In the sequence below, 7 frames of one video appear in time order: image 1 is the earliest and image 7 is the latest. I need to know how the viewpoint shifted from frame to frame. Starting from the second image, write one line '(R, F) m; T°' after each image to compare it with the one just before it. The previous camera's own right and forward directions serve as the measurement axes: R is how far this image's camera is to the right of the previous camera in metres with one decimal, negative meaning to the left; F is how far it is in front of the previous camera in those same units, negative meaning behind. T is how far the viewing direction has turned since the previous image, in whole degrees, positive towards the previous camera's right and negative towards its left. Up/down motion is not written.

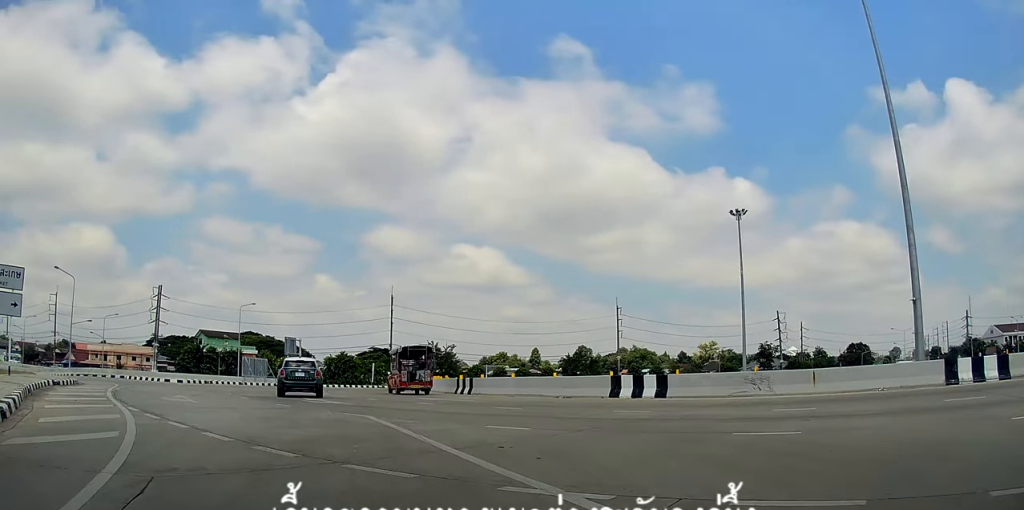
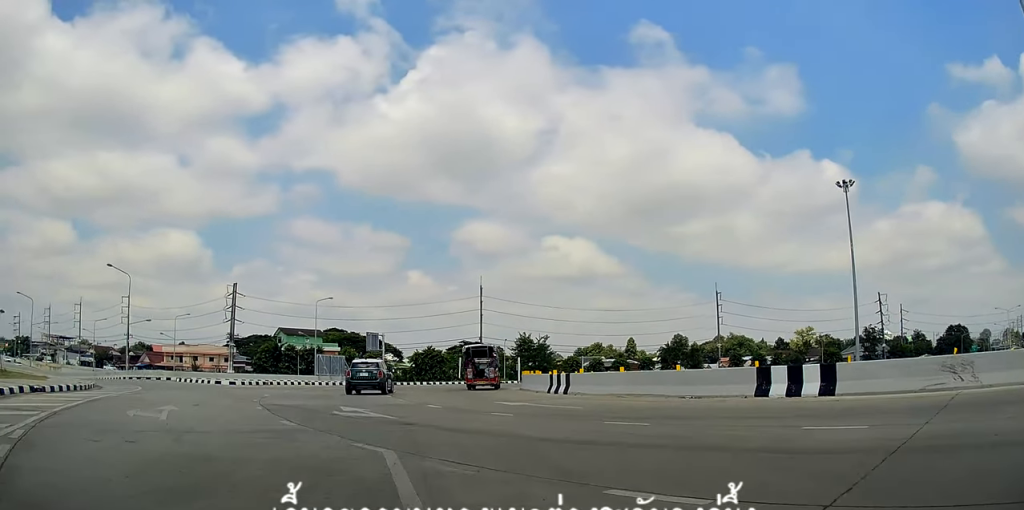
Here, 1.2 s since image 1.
(-0.6, +6.5) m; -10°
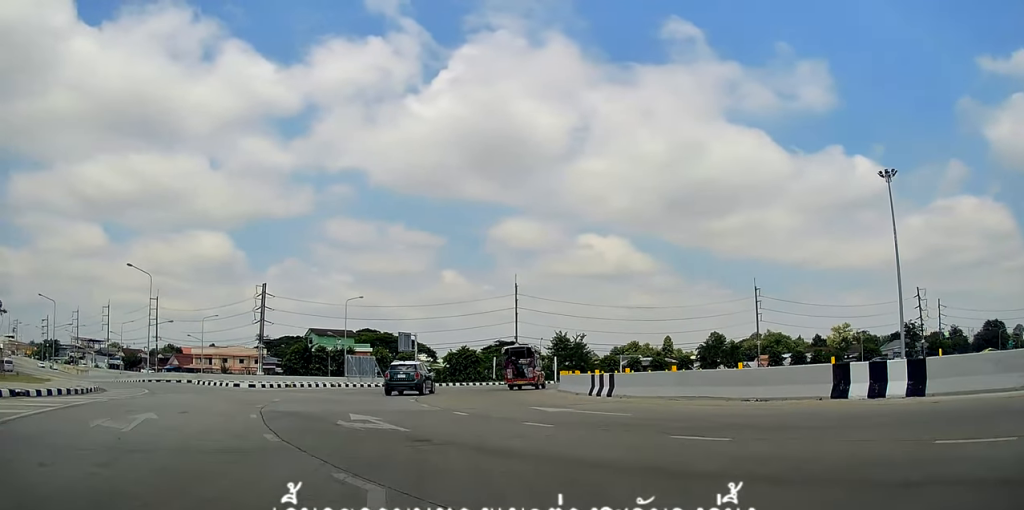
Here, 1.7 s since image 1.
(-0.1, +2.5) m; -3°
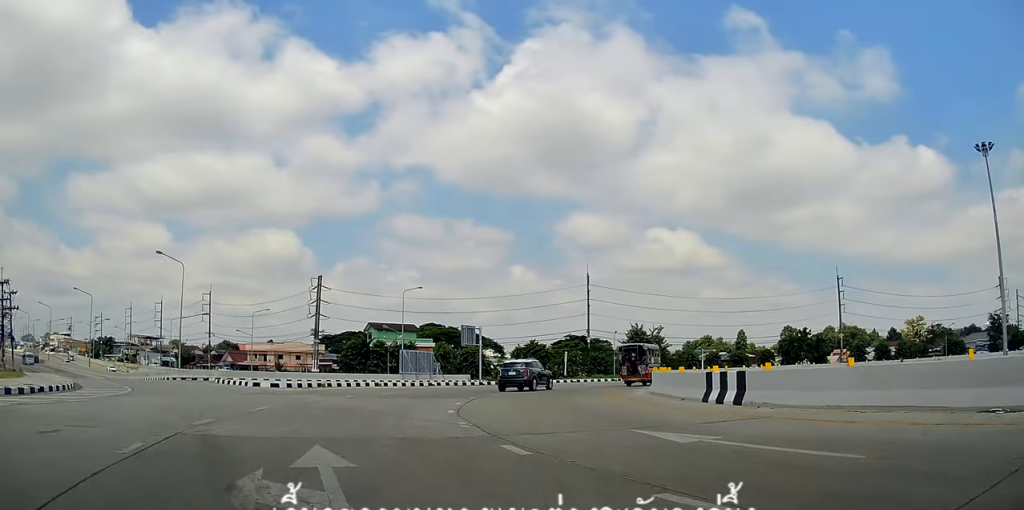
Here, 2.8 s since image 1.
(-0.3, +6.2) m; -6°
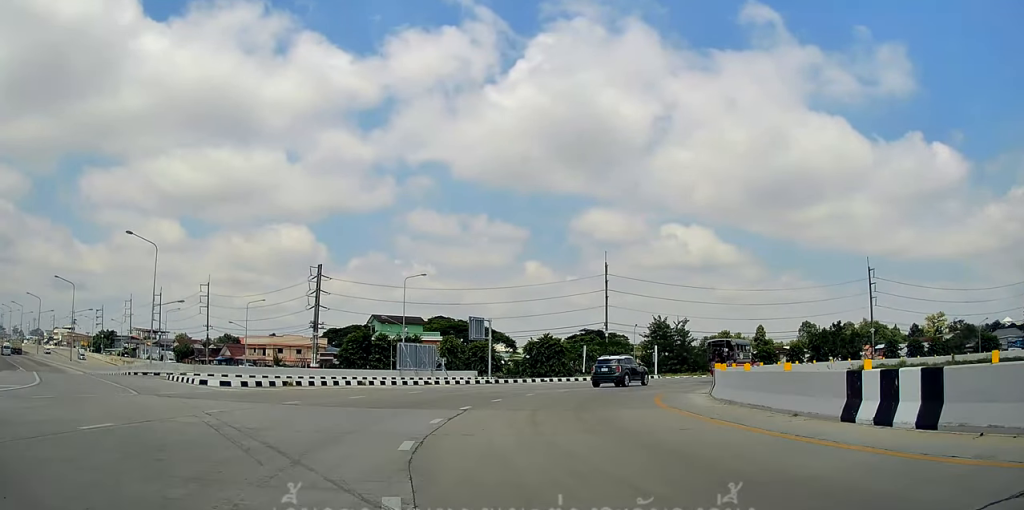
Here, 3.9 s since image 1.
(-0.3, +6.2) m; -4°
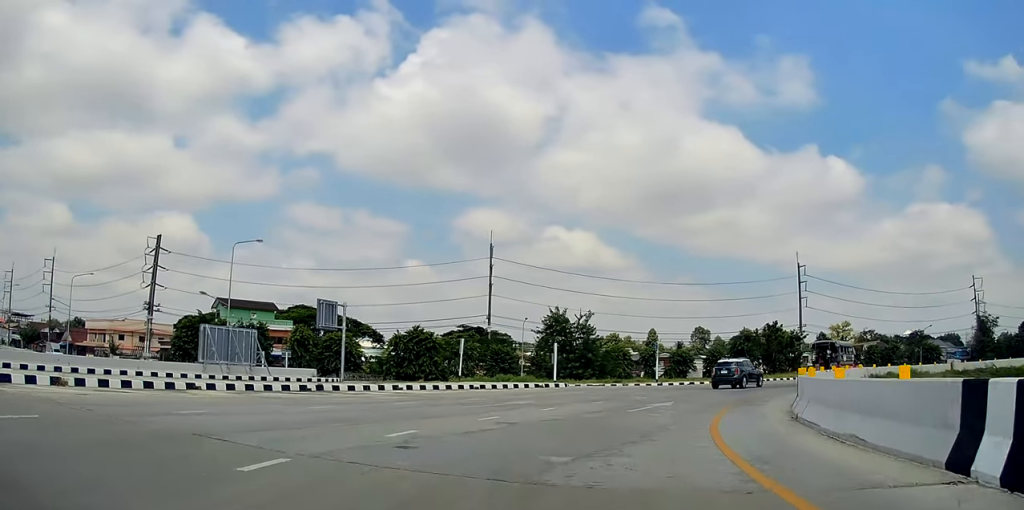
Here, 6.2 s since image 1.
(+0.1, +15.1) m; +8°
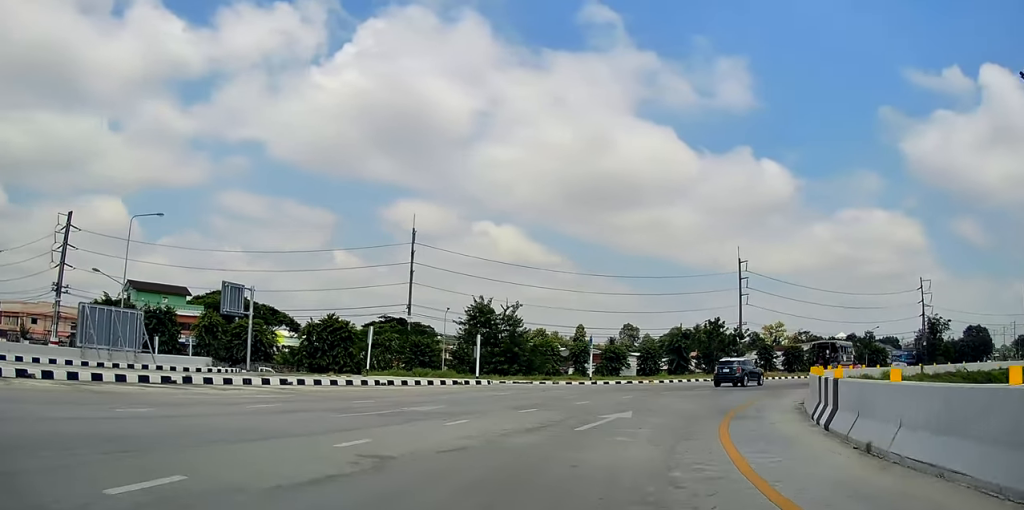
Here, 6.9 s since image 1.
(+0.4, +5.4) m; +7°
